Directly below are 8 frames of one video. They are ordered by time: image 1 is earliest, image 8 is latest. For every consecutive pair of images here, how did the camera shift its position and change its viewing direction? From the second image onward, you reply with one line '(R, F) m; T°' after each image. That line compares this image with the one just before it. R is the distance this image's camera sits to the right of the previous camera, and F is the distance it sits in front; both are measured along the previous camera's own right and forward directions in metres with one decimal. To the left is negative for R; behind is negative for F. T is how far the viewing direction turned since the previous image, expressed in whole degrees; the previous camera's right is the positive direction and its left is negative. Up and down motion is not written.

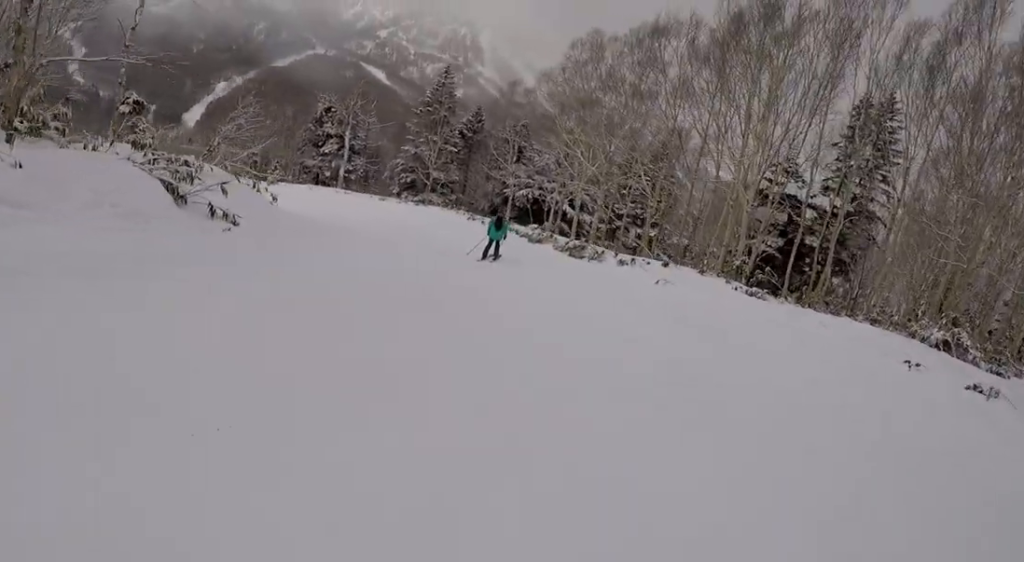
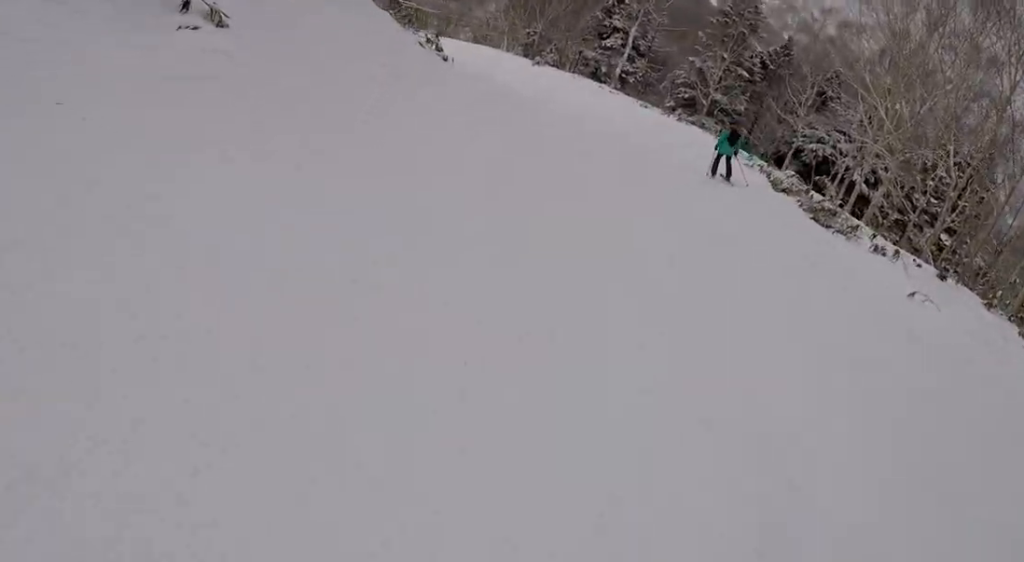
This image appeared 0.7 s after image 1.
(+0.1, +5.5) m; -19°
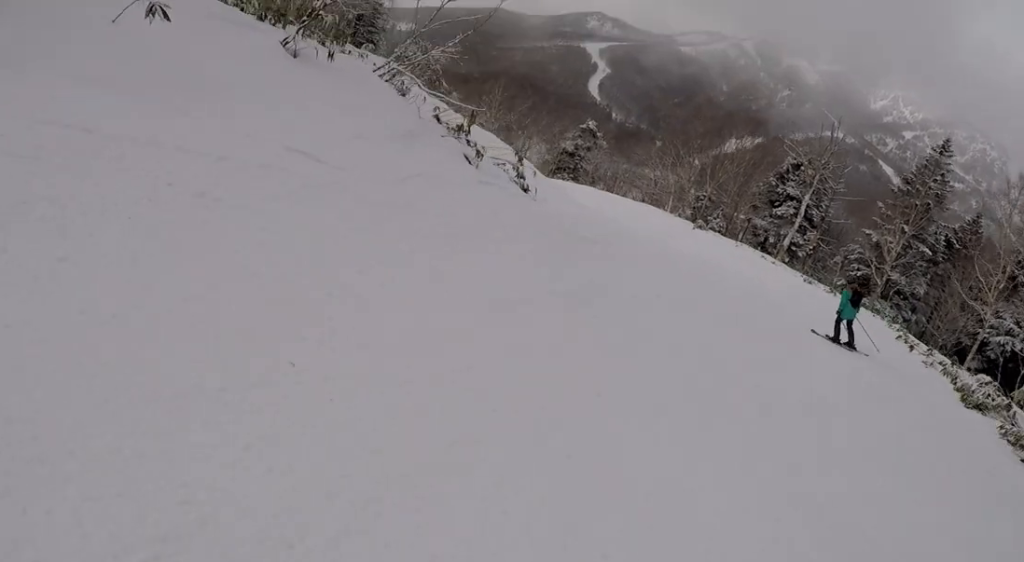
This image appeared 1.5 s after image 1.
(-2.1, +5.5) m; -10°
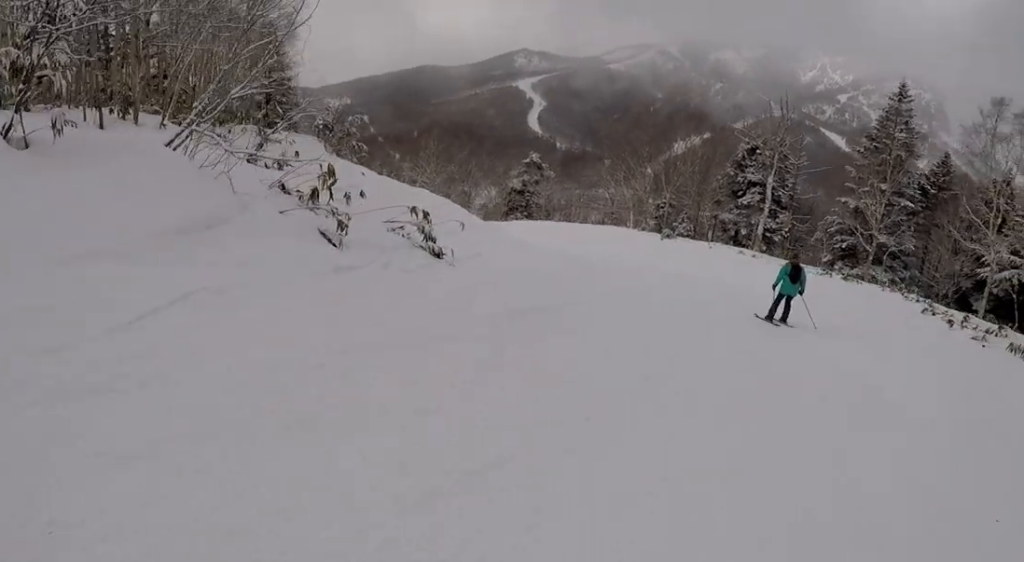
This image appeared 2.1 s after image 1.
(0.0, +4.3) m; -1°
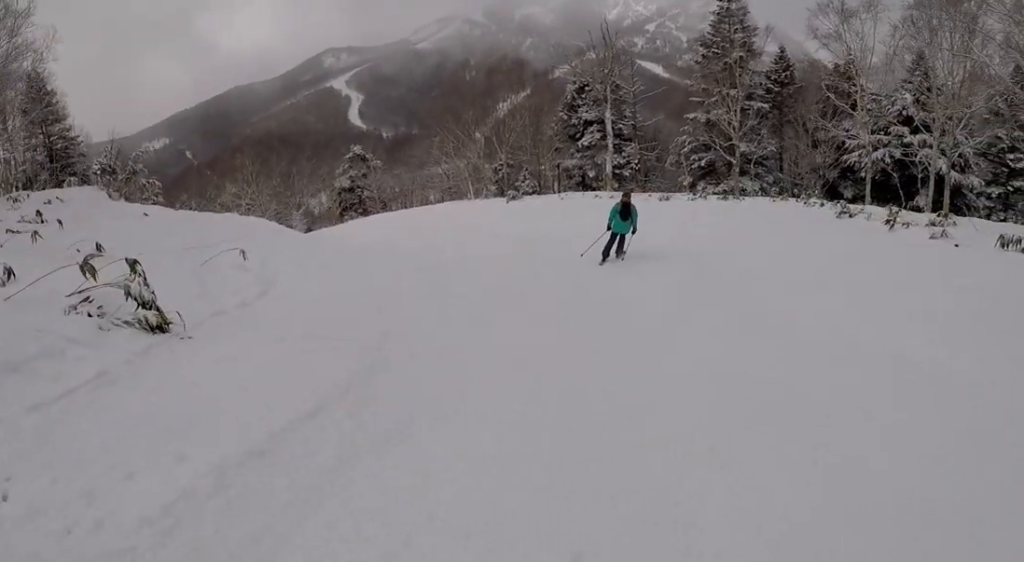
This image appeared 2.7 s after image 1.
(+0.5, +4.3) m; +3°
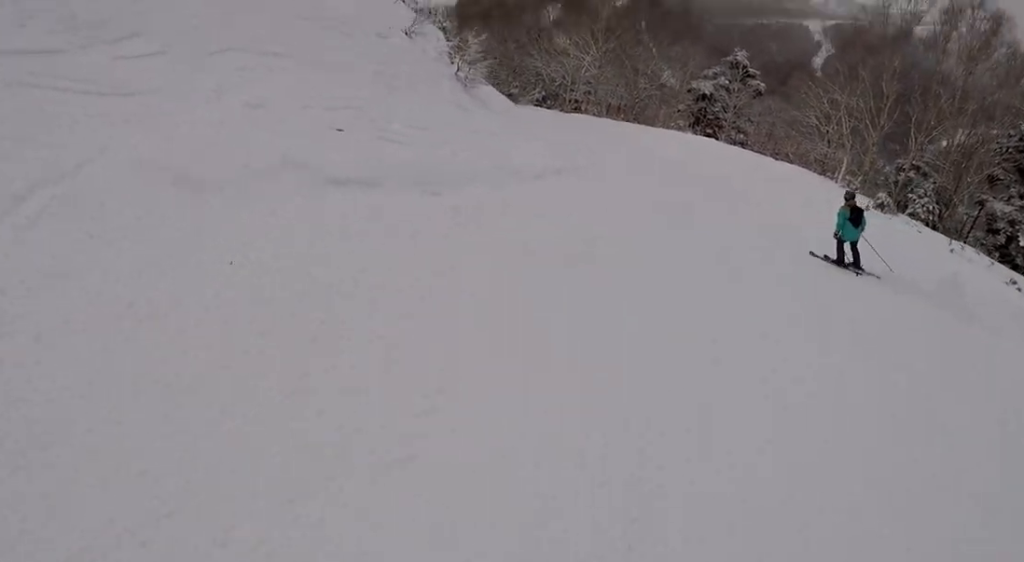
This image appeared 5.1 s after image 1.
(-4.4, +17.8) m; -17°
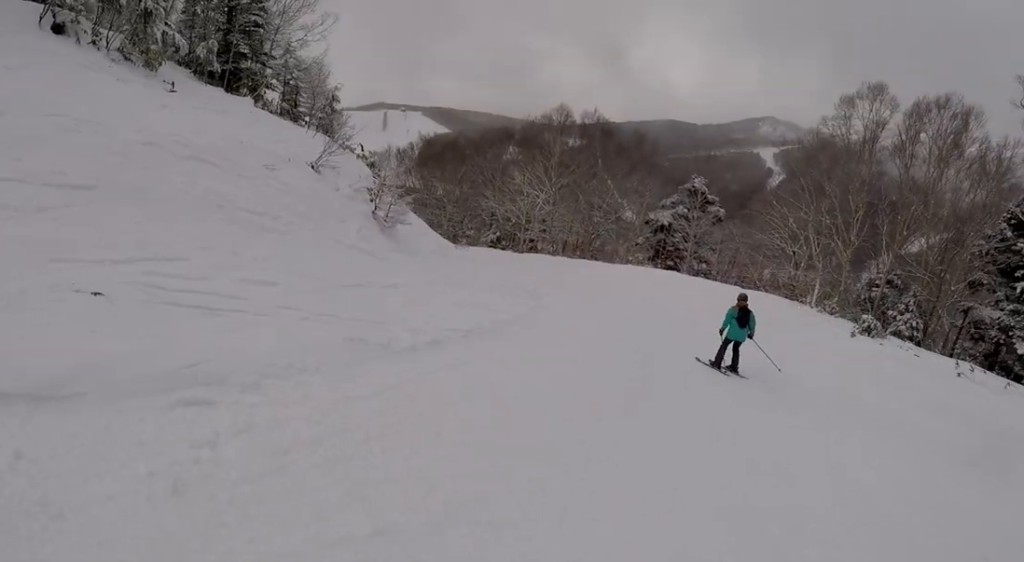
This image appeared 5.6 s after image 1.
(+0.2, +3.8) m; +3°
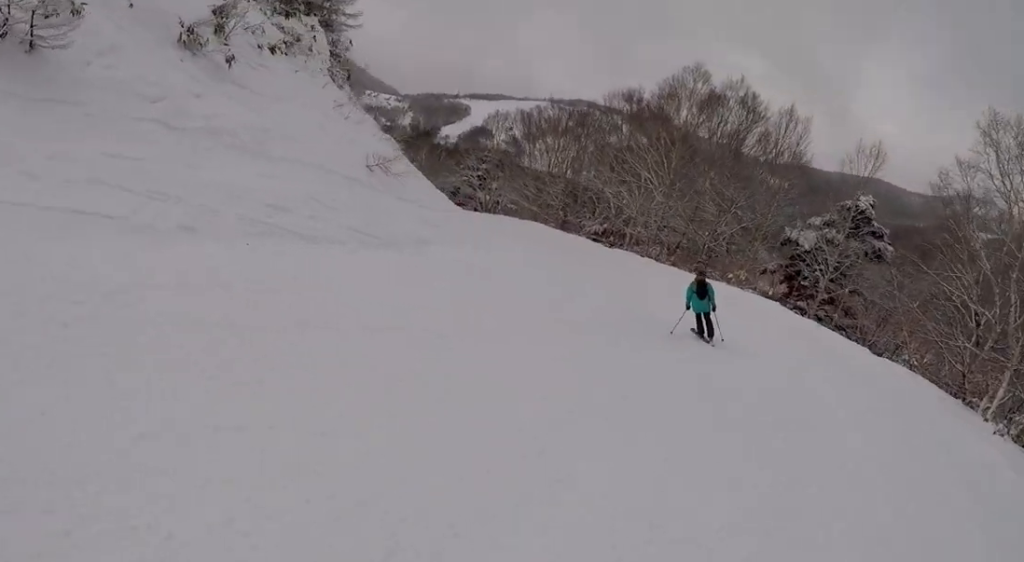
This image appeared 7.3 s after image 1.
(-1.8, +12.8) m; -27°
